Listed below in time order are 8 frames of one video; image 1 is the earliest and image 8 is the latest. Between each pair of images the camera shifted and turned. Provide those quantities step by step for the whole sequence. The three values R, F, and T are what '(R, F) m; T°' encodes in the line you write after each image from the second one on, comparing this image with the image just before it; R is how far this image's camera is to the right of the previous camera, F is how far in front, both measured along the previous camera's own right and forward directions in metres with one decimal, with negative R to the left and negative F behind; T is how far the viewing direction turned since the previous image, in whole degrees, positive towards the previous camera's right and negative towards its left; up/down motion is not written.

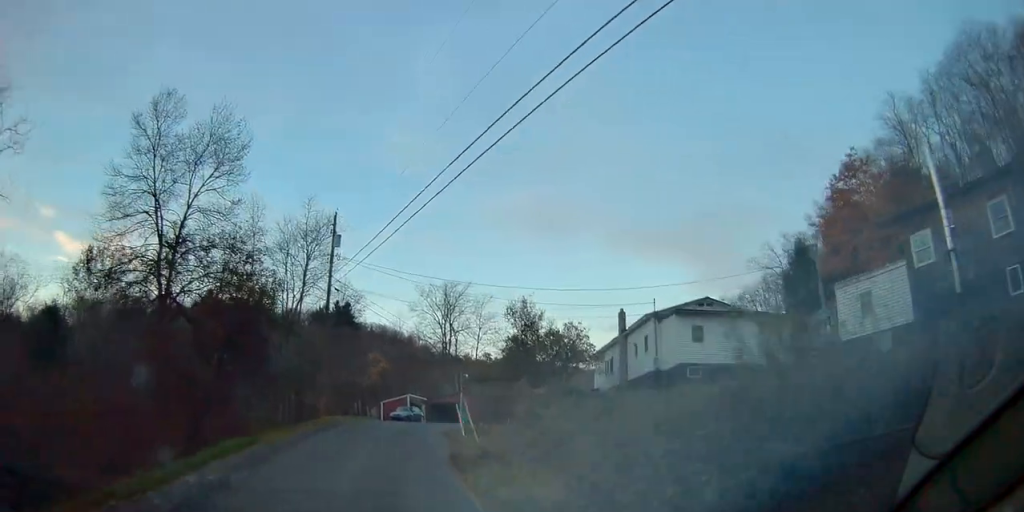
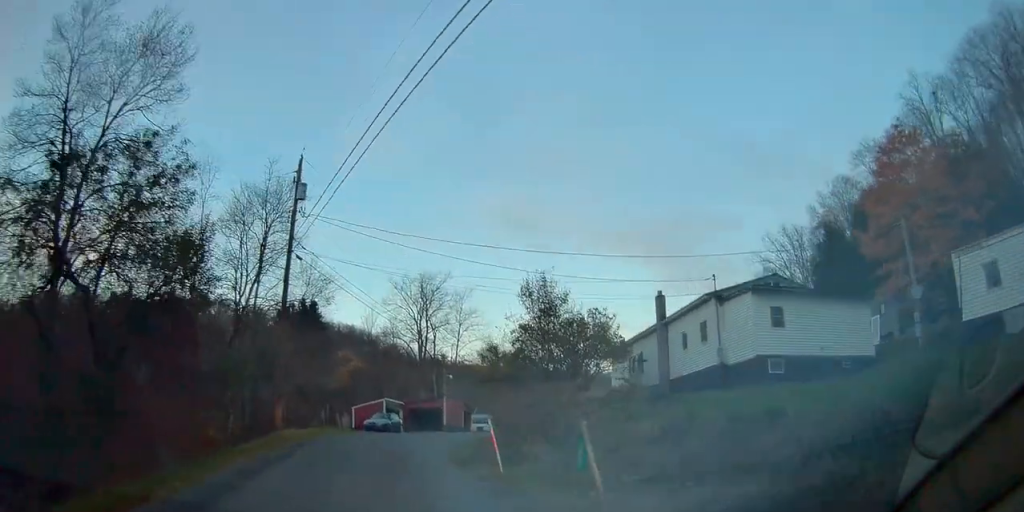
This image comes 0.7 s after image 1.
(+0.3, +8.3) m; +4°
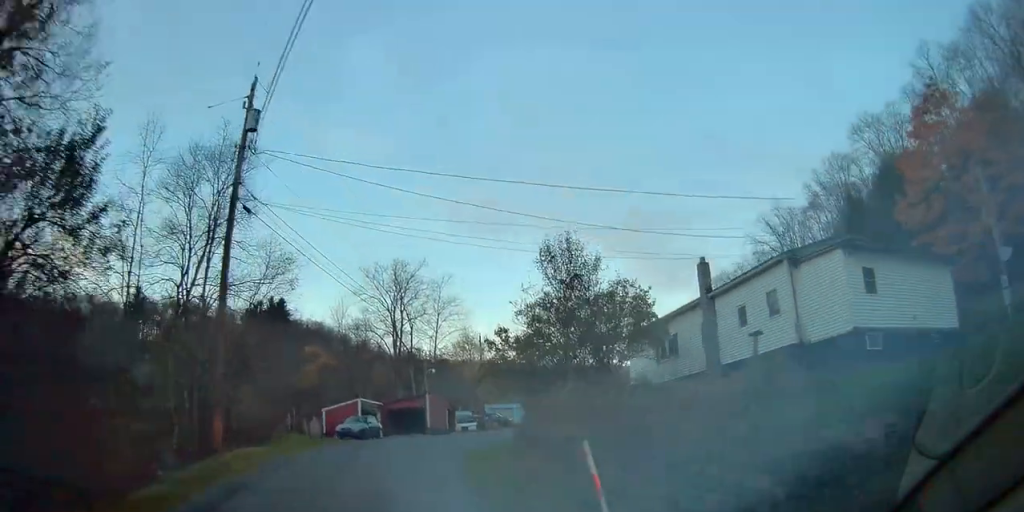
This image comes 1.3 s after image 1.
(+0.2, +6.6) m; +3°
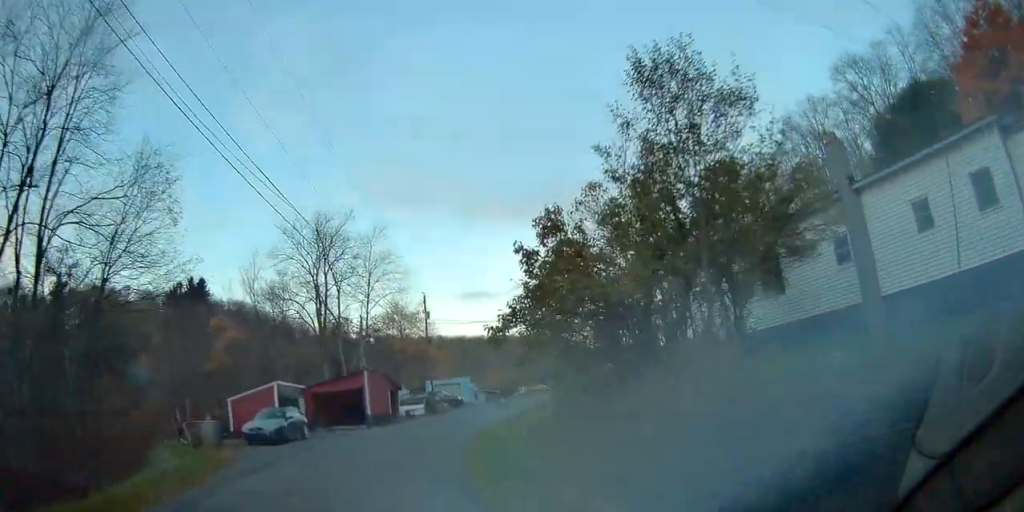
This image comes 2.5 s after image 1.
(+0.5, +11.7) m; +6°
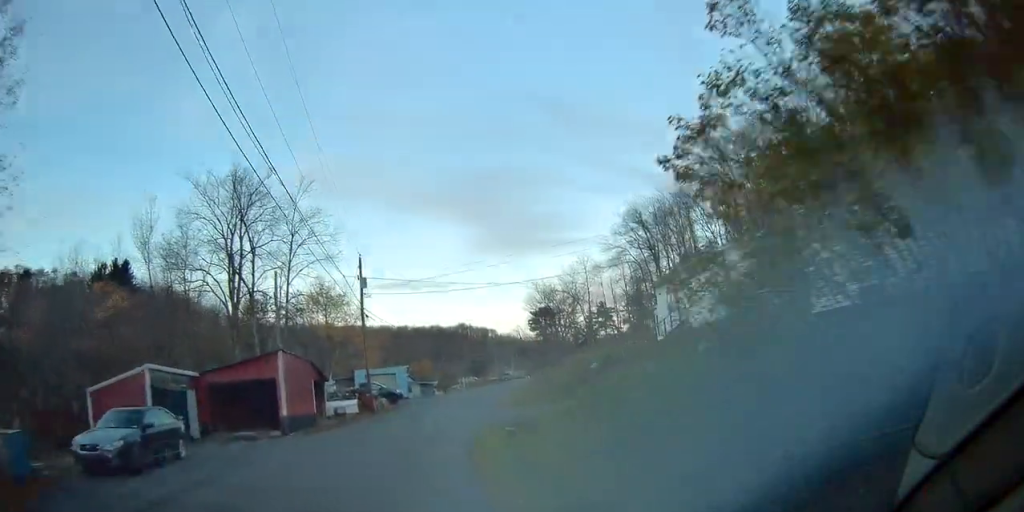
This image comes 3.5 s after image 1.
(+0.6, +10.2) m; +8°
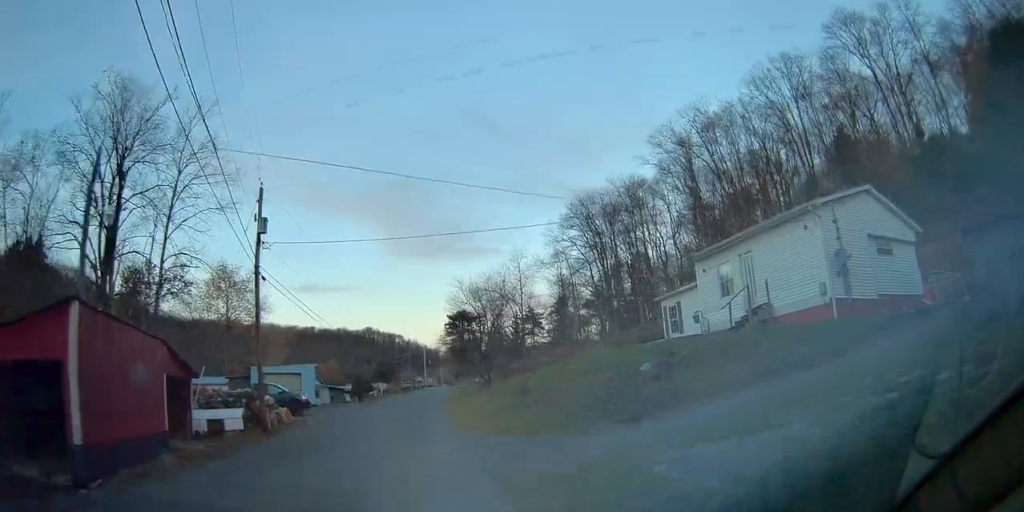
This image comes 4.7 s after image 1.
(+1.0, +12.1) m; +8°
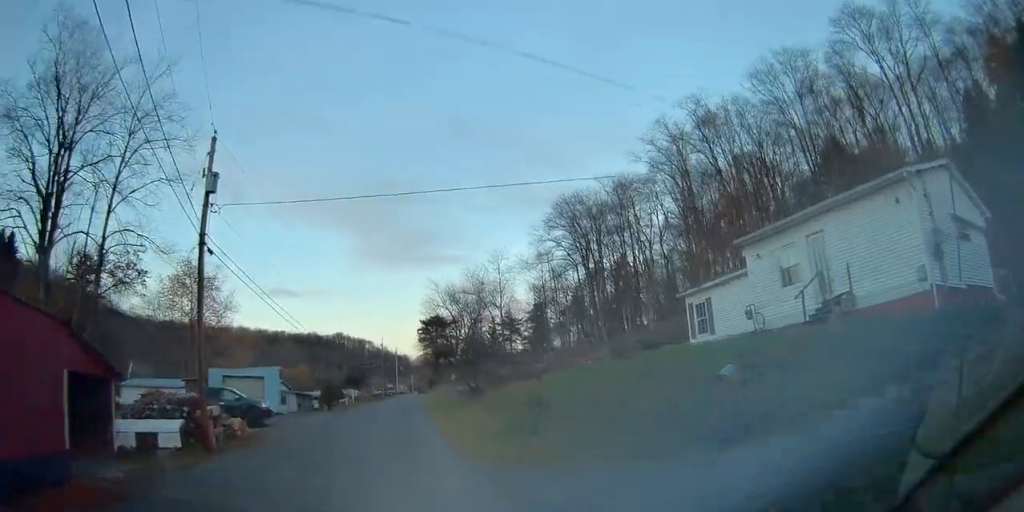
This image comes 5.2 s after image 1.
(-0.2, +5.0) m; +3°
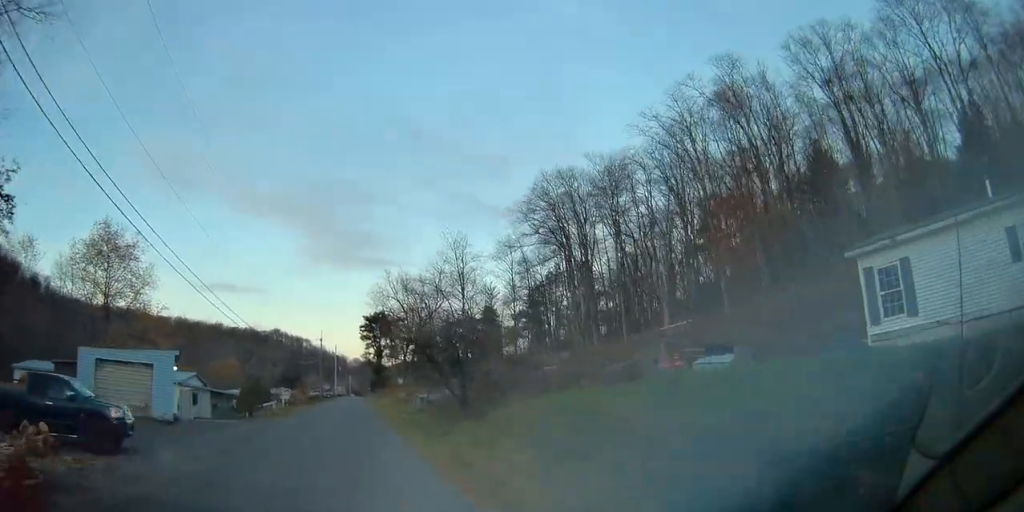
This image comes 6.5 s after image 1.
(+1.6, +13.1) m; +9°
